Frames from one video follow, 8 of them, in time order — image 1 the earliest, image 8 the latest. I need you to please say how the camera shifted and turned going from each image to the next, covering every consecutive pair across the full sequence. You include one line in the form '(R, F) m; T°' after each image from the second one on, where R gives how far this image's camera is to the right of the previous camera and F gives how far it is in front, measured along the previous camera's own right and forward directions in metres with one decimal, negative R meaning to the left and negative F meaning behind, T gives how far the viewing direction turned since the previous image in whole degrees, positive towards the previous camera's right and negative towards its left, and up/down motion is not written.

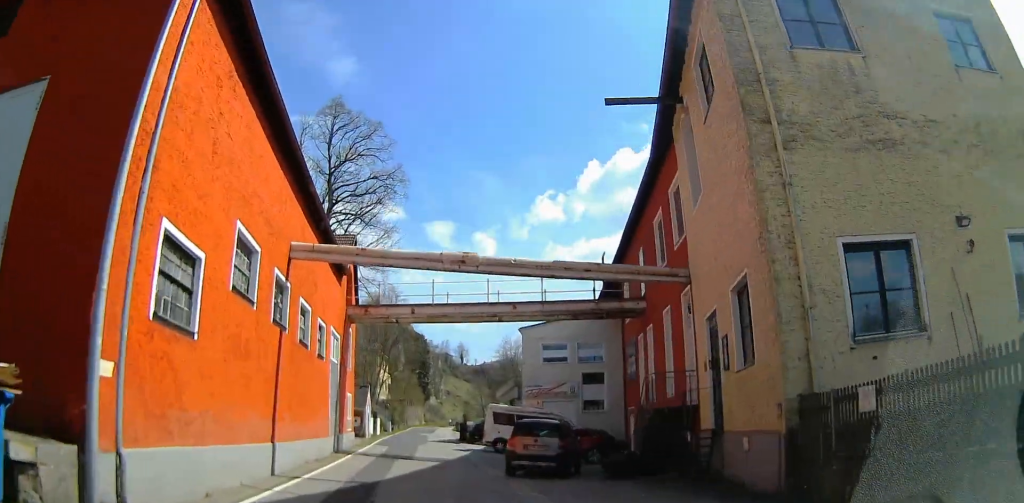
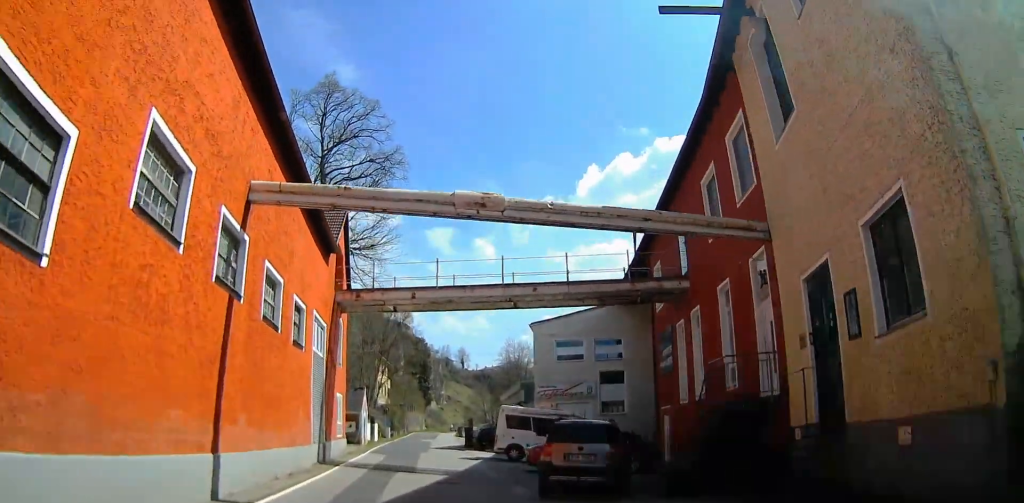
(-0.2, +4.1) m; 0°
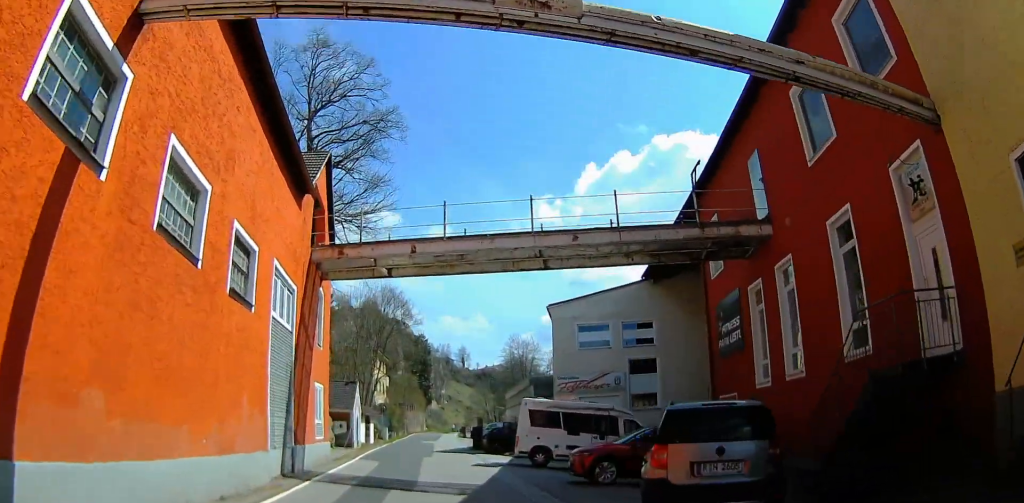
(+0.2, +5.6) m; +1°
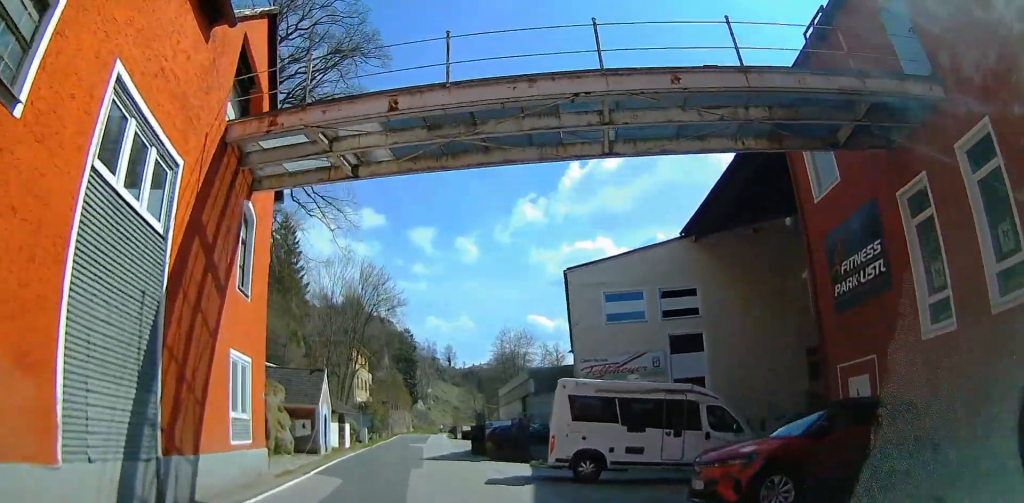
(+0.2, +7.7) m; +2°
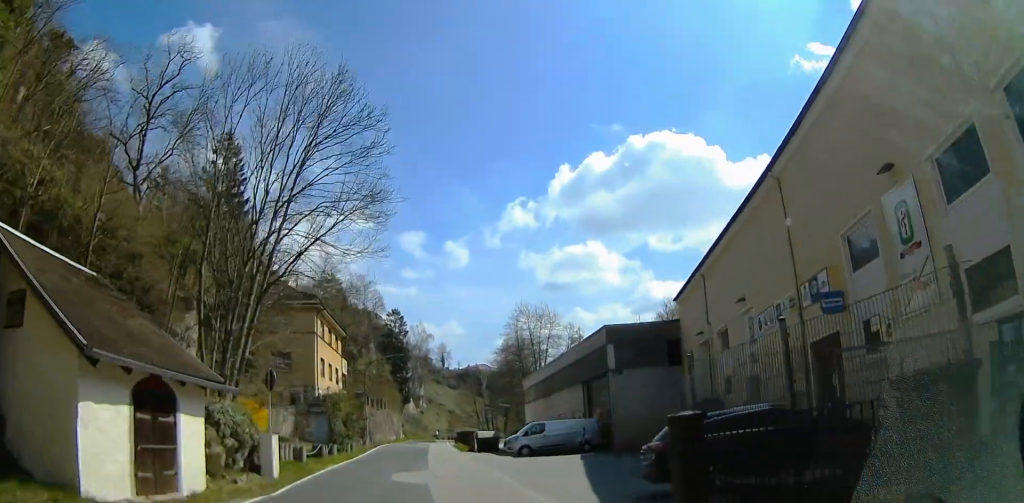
(+1.9, +25.9) m; +5°
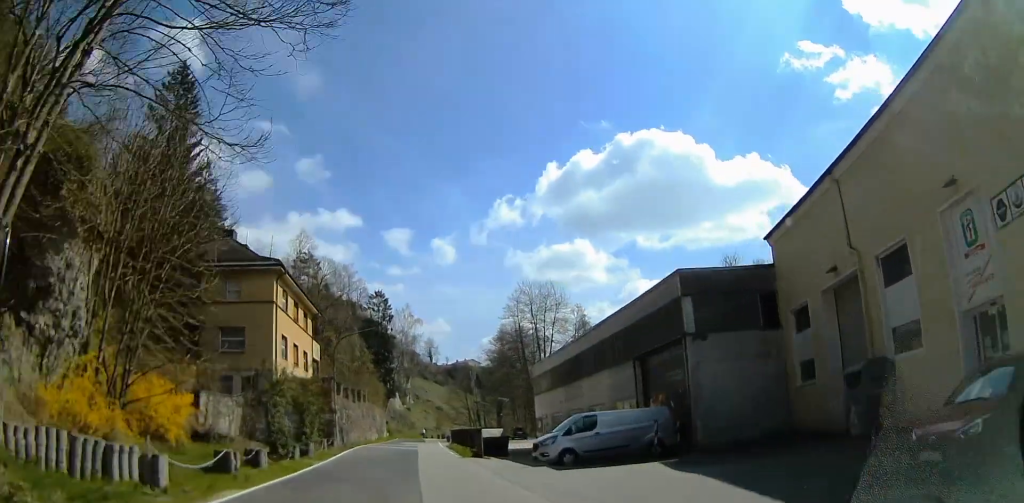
(-0.2, +11.9) m; -6°
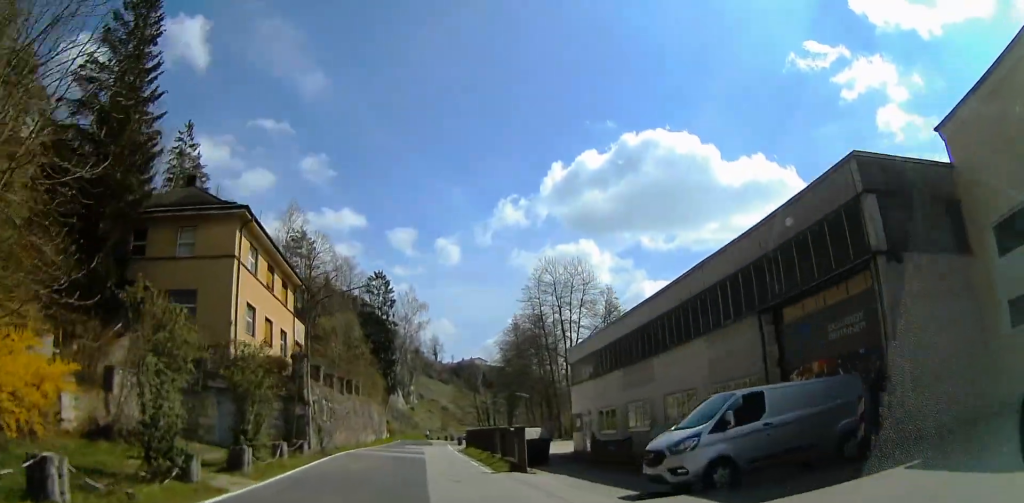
(-0.9, +10.5) m; -1°
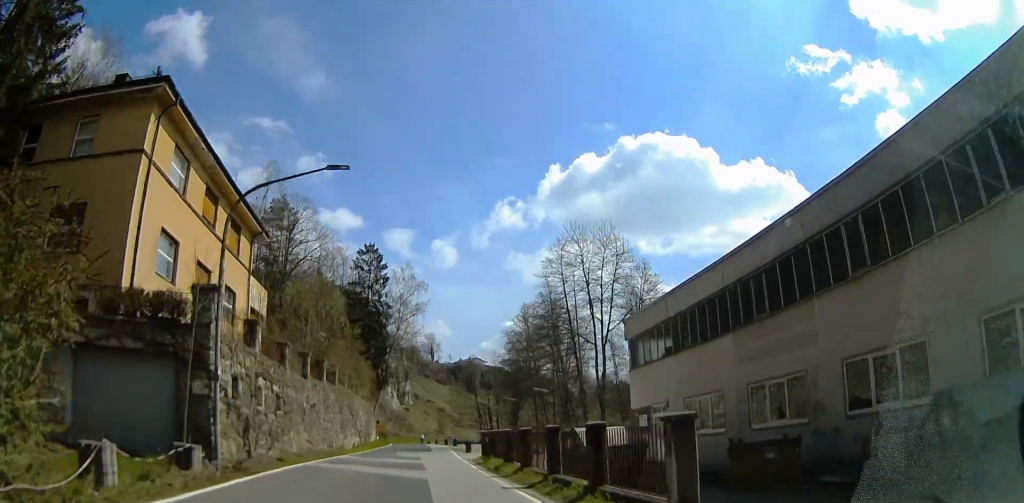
(+0.7, +11.2) m; +7°
